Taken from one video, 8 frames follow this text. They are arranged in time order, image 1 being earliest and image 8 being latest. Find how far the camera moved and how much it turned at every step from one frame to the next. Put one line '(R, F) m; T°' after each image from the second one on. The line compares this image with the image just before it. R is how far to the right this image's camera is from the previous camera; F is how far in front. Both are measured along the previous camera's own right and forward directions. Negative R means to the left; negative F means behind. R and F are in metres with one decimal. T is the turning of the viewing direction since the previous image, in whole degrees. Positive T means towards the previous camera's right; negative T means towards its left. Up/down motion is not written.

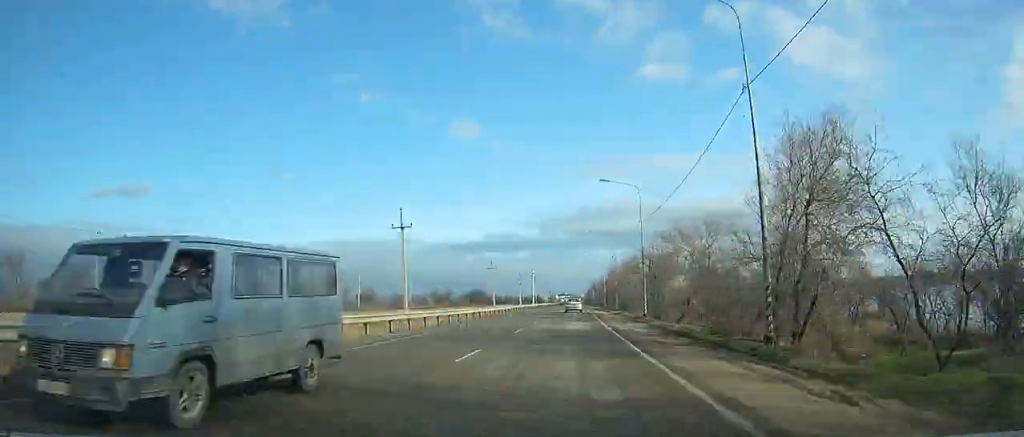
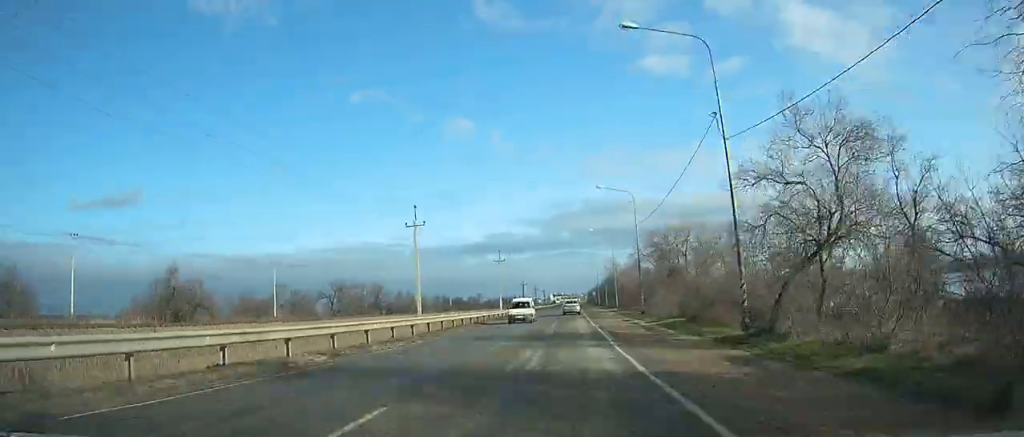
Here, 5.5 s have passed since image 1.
(+6.7, +135.8) m; +4°
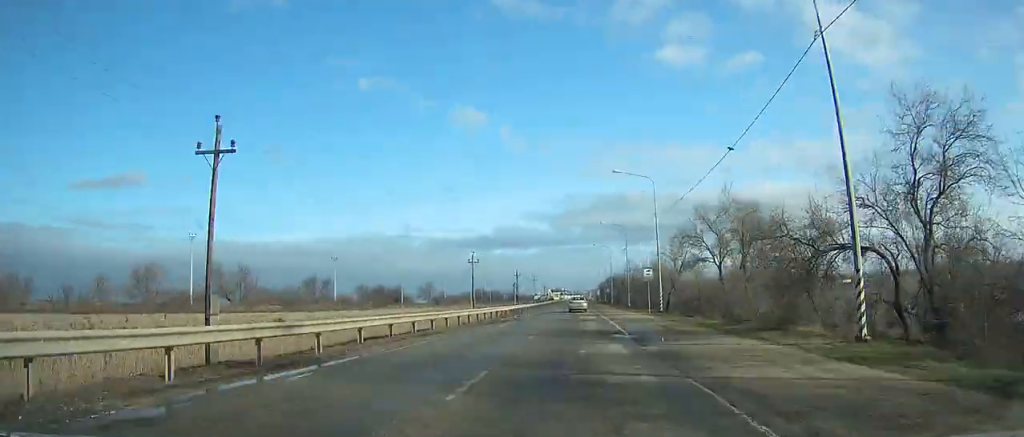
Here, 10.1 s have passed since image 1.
(+0.7, +107.2) m; +4°
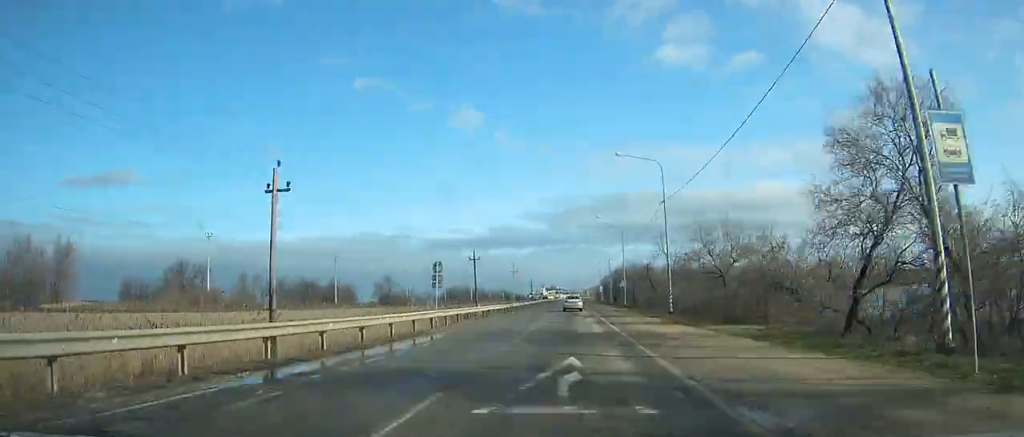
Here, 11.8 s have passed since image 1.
(+0.9, +38.2) m; 0°
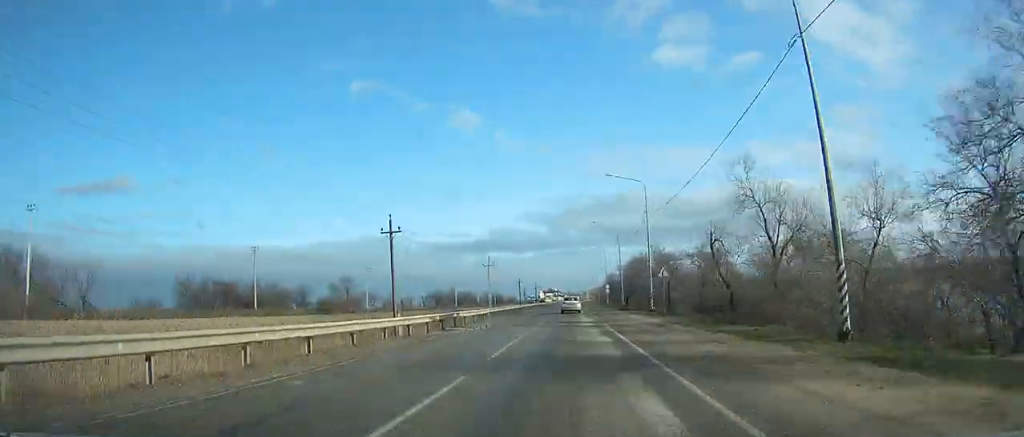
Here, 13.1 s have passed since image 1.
(+3.3, +28.5) m; -2°
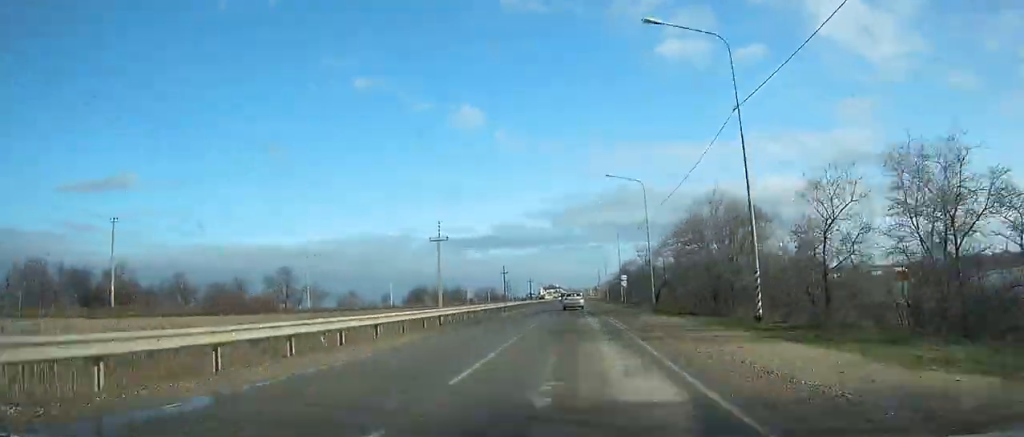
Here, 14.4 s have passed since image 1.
(+1.3, +27.5) m; -3°
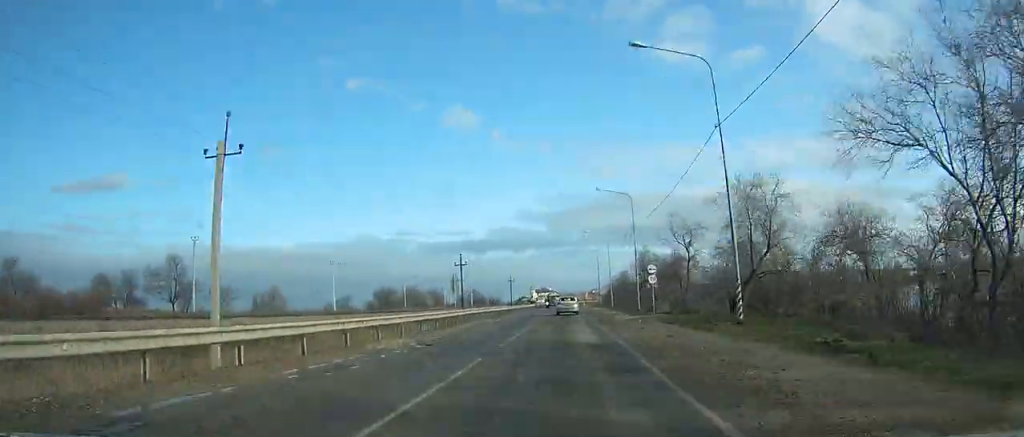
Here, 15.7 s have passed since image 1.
(-4.9, +25.8) m; -3°
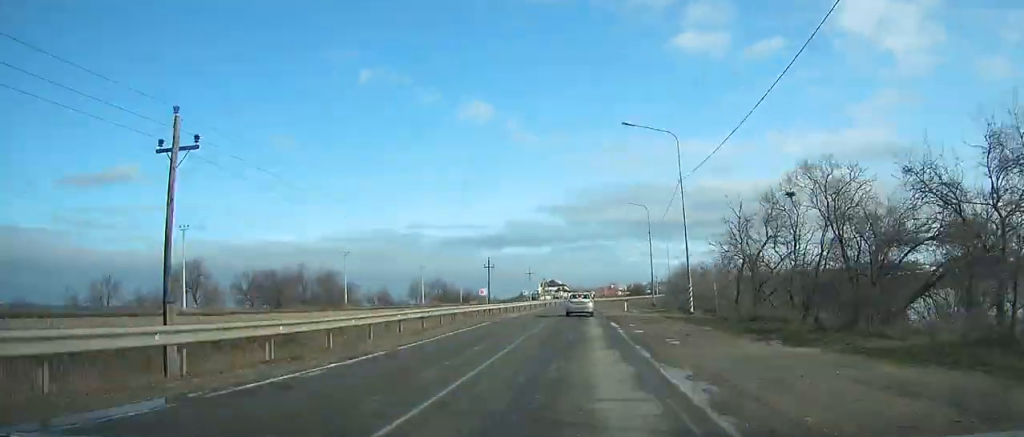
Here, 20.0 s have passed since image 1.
(-0.8, +81.3) m; +4°
